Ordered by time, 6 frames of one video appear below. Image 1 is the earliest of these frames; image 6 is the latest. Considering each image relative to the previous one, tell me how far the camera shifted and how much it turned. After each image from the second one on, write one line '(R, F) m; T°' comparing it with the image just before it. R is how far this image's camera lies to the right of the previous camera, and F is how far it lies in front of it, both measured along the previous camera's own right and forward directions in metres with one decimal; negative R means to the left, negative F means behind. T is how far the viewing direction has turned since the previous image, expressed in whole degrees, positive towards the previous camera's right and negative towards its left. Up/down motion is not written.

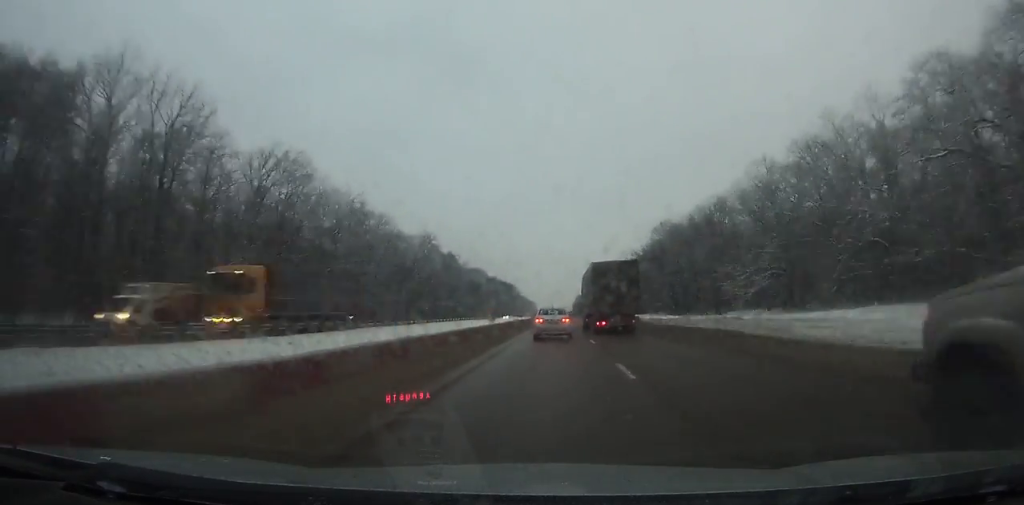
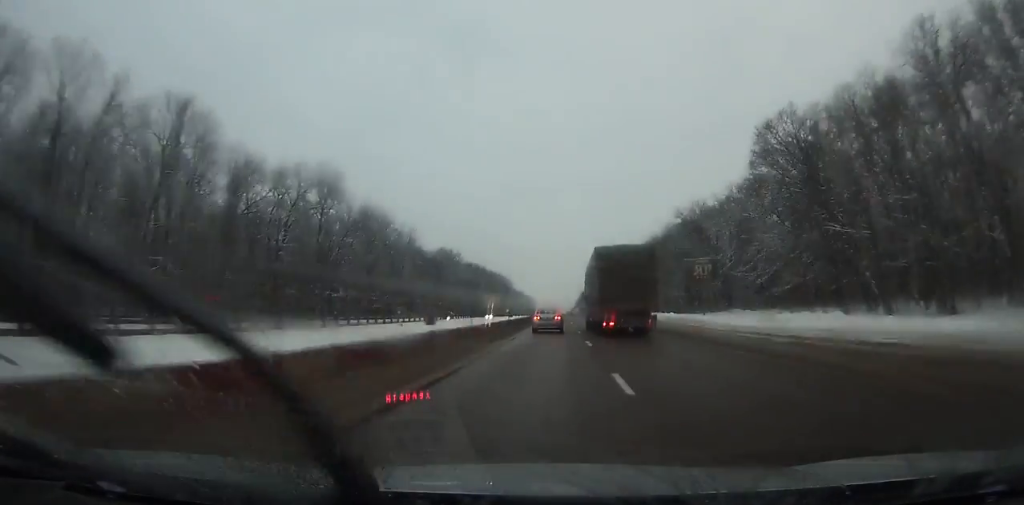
(0.0, +74.1) m; 0°
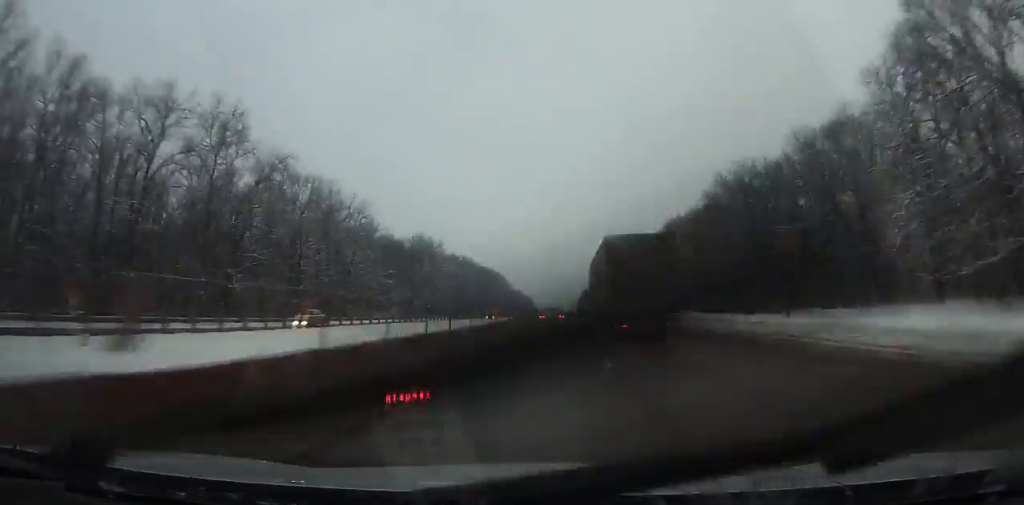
(0.0, +32.2) m; 0°
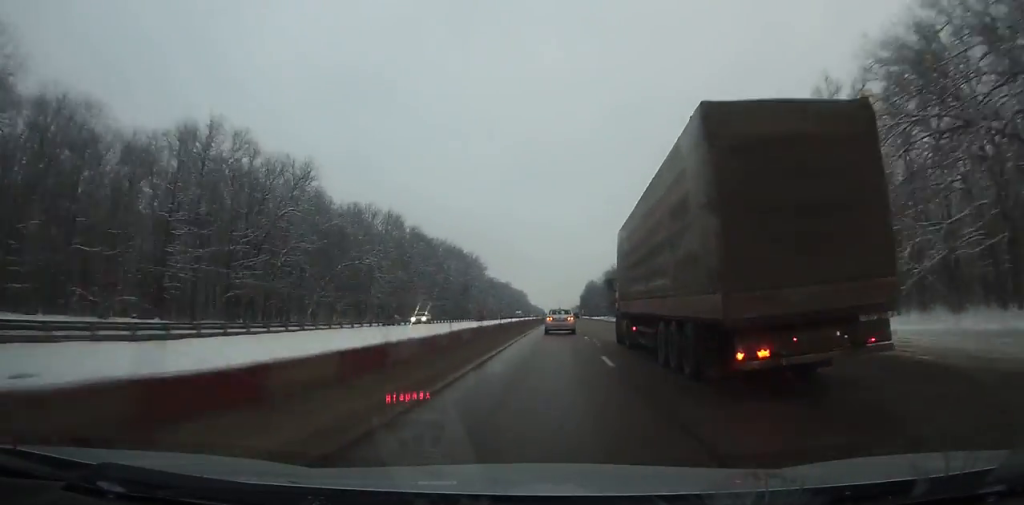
(+0.3, +95.1) m; +1°
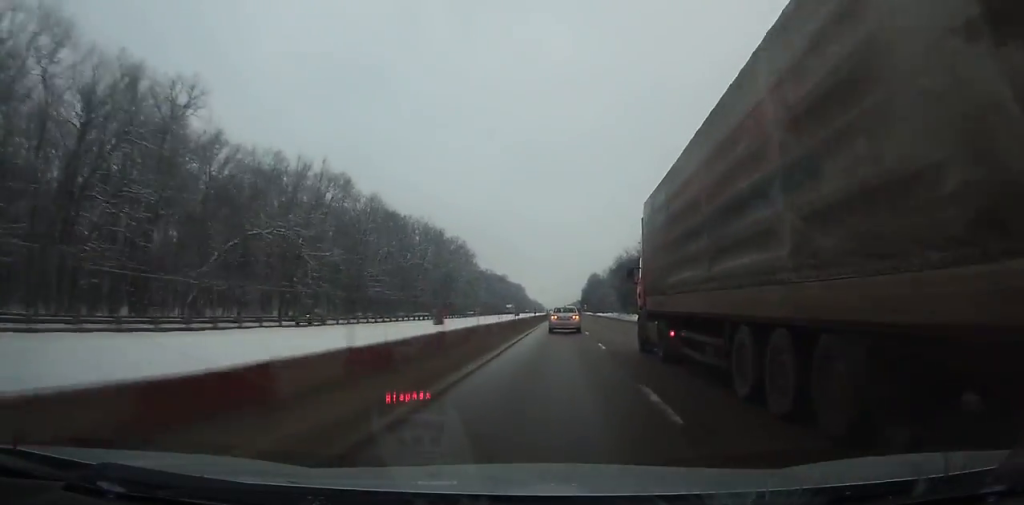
(0.0, +31.5) m; 0°
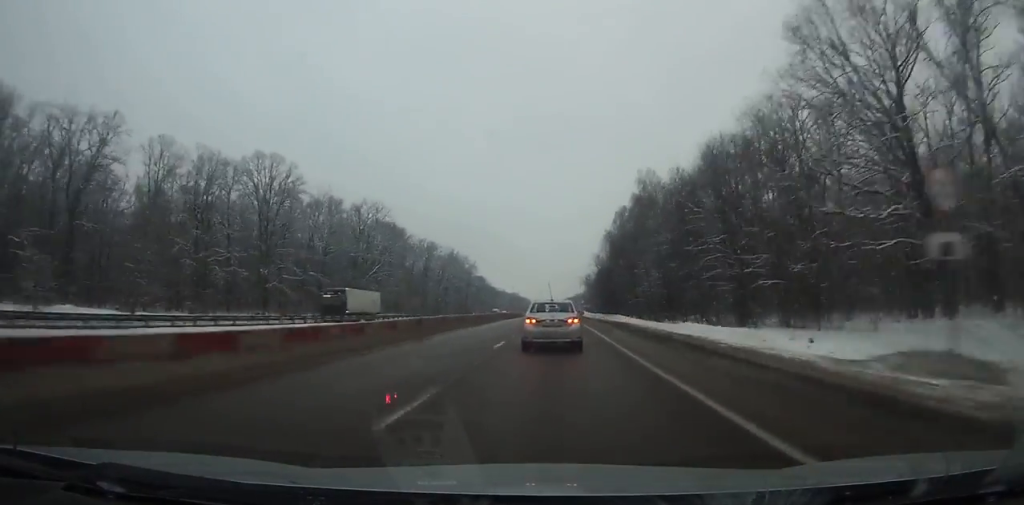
(+3.4, +235.6) m; 0°
